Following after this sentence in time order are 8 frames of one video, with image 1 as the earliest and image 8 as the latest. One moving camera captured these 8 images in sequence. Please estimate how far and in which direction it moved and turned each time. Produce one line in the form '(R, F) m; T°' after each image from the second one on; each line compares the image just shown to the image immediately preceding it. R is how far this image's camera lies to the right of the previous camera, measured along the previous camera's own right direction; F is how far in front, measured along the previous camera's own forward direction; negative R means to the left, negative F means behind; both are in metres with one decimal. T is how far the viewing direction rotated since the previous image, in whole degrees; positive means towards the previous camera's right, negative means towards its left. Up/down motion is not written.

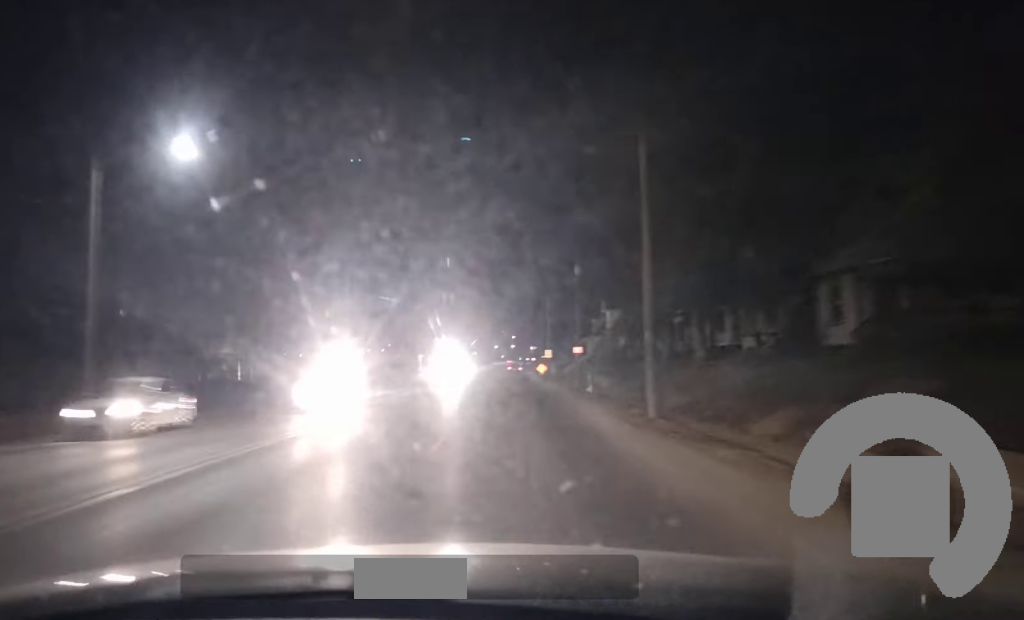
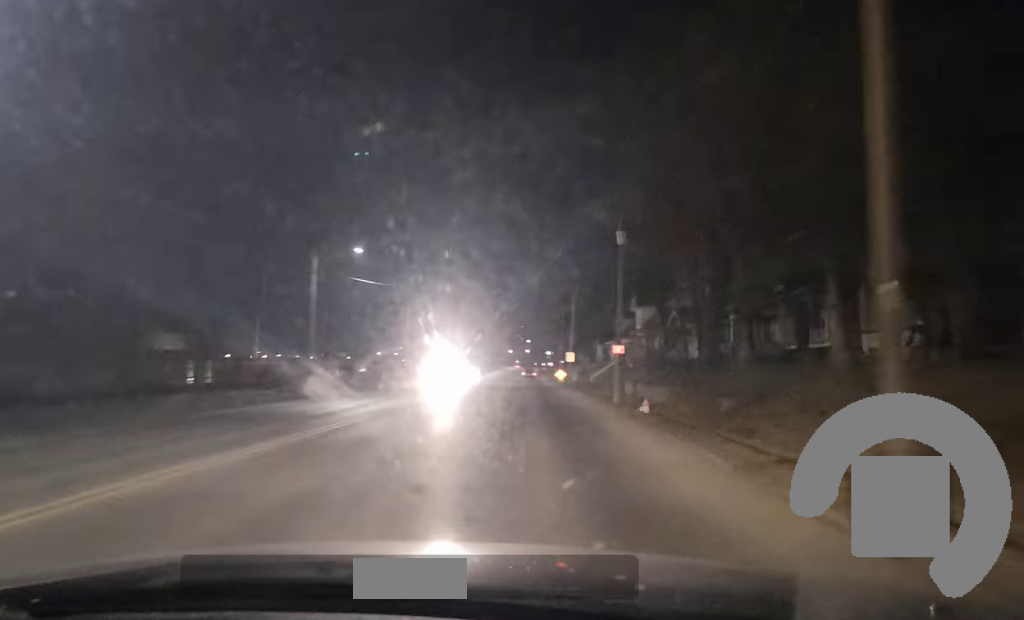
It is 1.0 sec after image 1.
(+0.3, +14.9) m; -2°
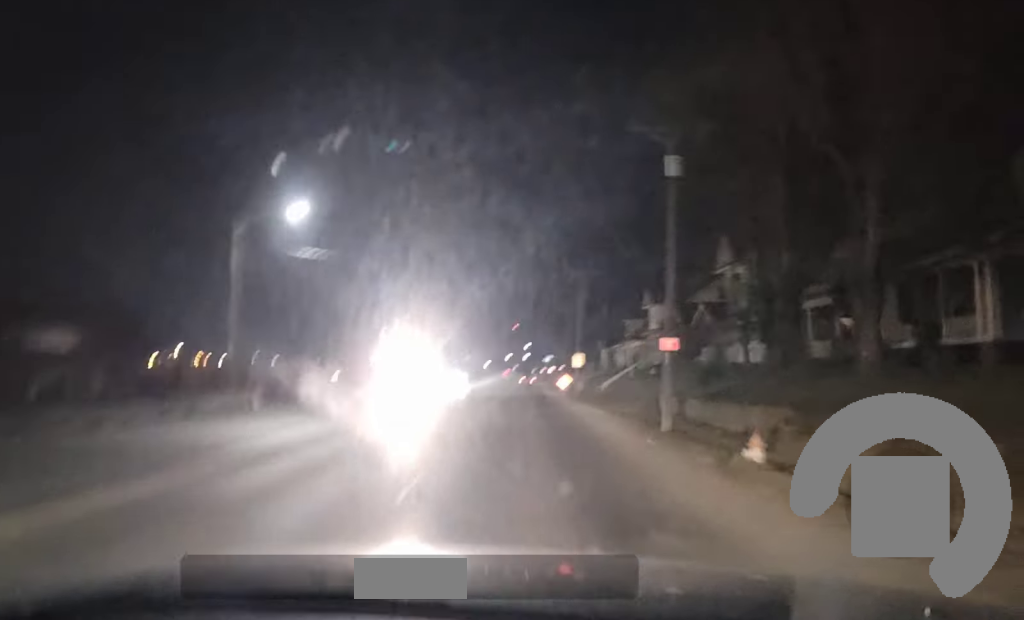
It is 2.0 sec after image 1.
(-0.8, +14.1) m; -1°
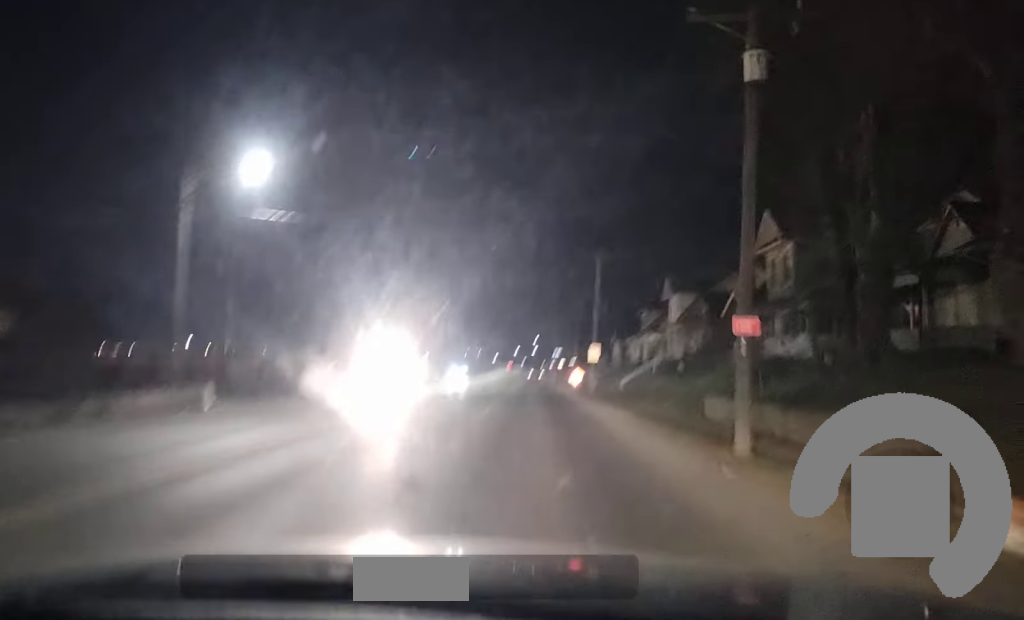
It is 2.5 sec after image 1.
(+0.3, +7.4) m; 0°
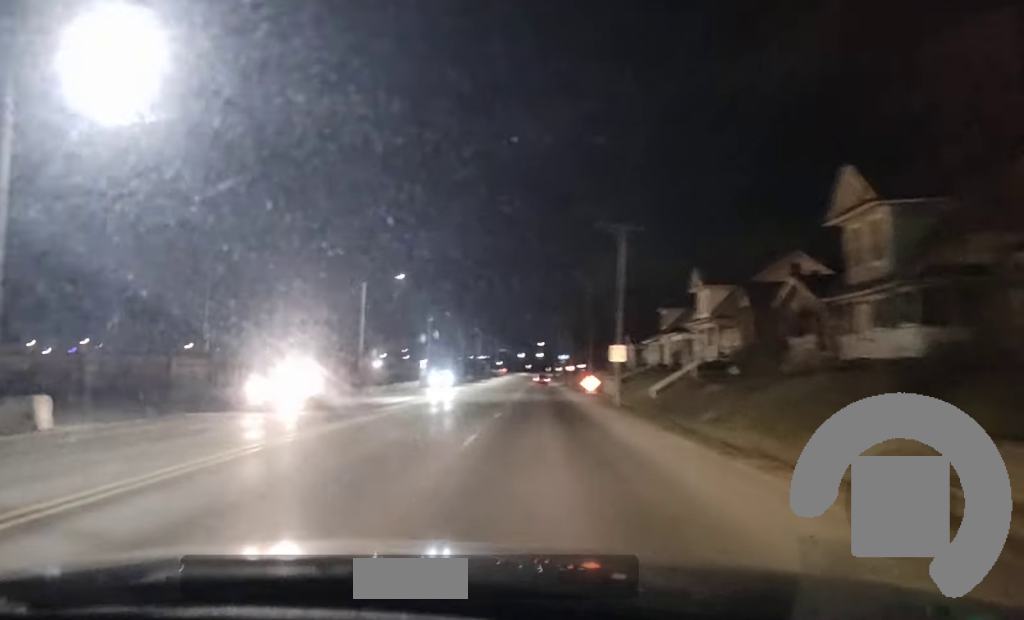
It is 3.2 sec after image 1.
(+0.1, +11.0) m; 0°
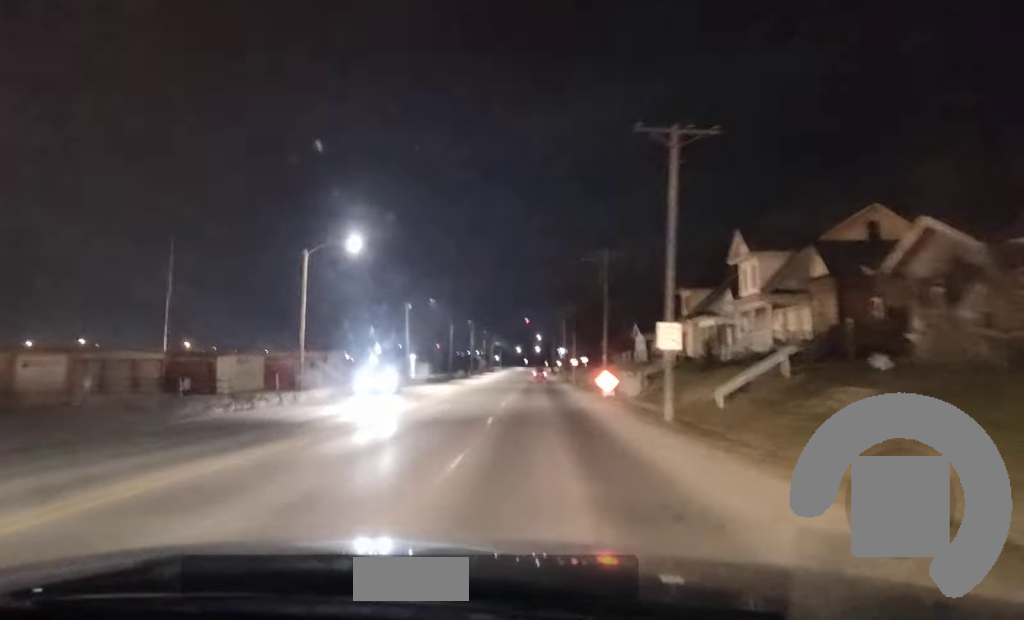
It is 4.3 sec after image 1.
(-0.3, +16.8) m; -1°
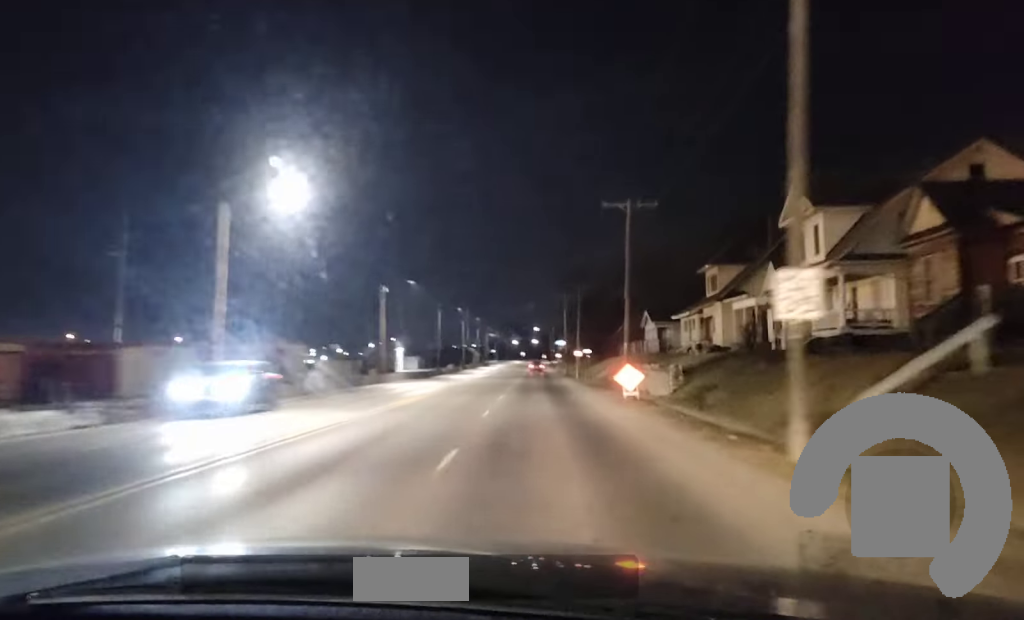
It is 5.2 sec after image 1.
(+0.1, +12.4) m; 0°
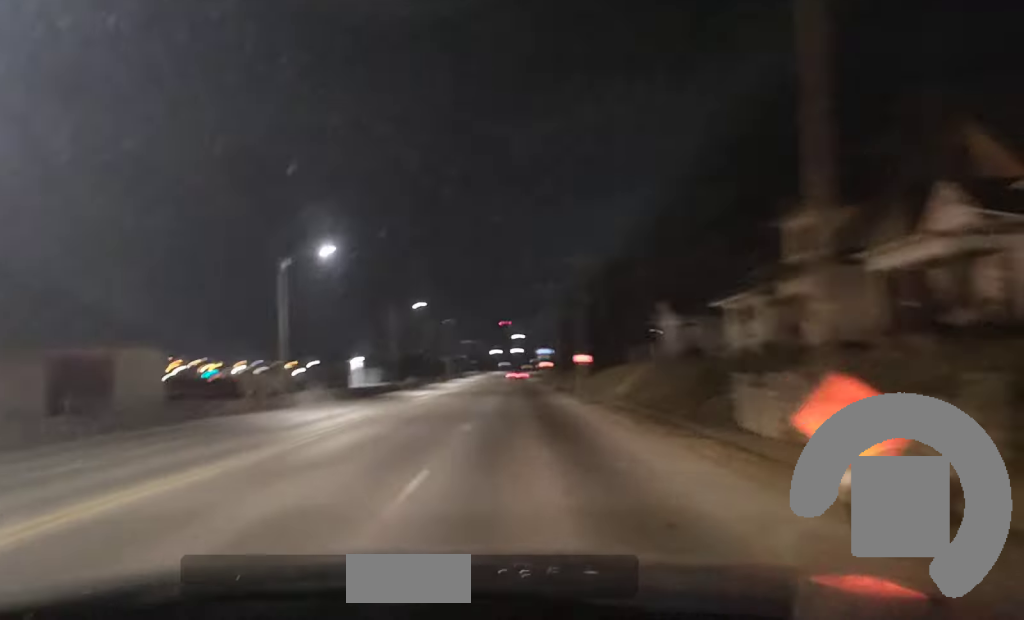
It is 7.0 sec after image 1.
(+0.3, +26.5) m; +1°
